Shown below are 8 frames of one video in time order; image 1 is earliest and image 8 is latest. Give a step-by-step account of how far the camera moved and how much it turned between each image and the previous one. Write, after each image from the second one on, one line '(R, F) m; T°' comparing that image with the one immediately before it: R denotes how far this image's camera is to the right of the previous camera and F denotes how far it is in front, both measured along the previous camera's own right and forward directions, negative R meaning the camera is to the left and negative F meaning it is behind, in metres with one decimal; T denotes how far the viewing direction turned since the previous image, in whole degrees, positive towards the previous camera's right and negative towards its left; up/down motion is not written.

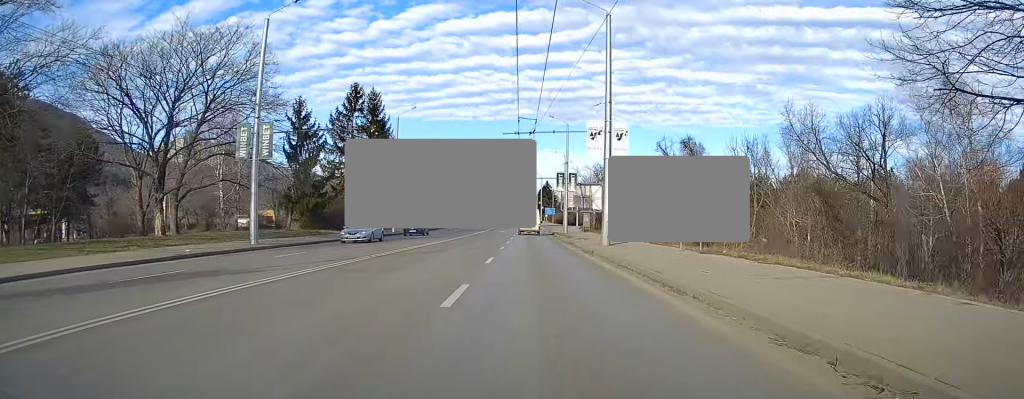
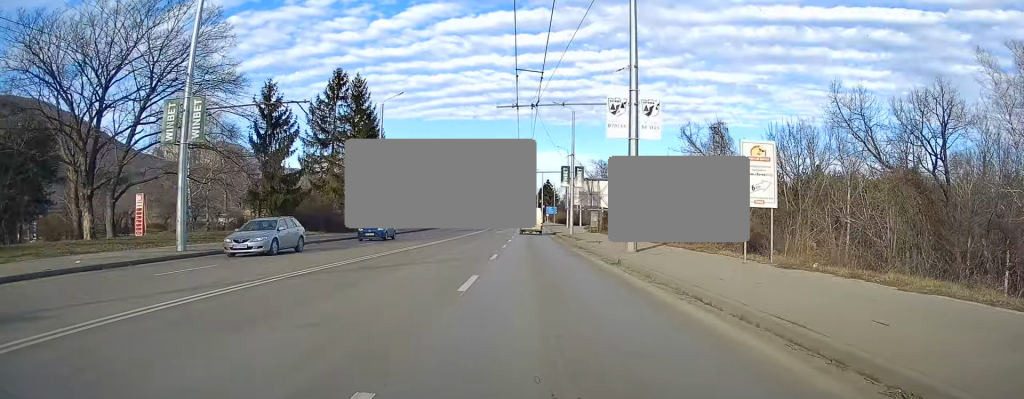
(0.0, +7.2) m; +1°
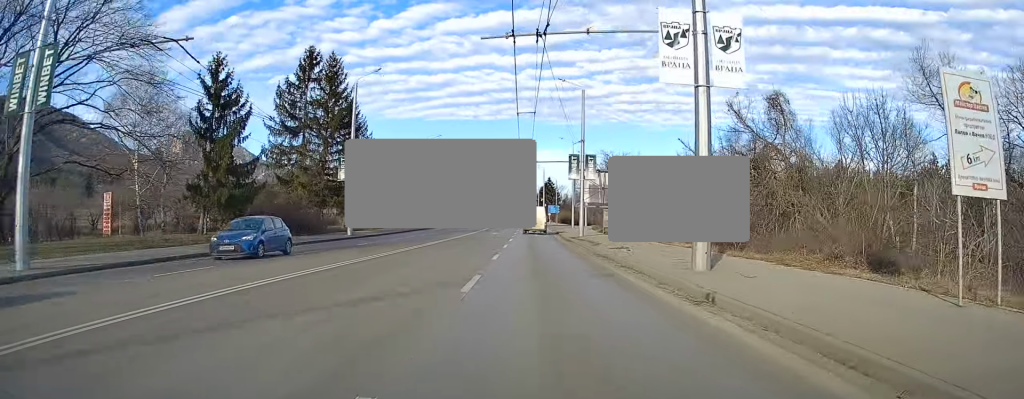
(+0.1, +8.9) m; 0°
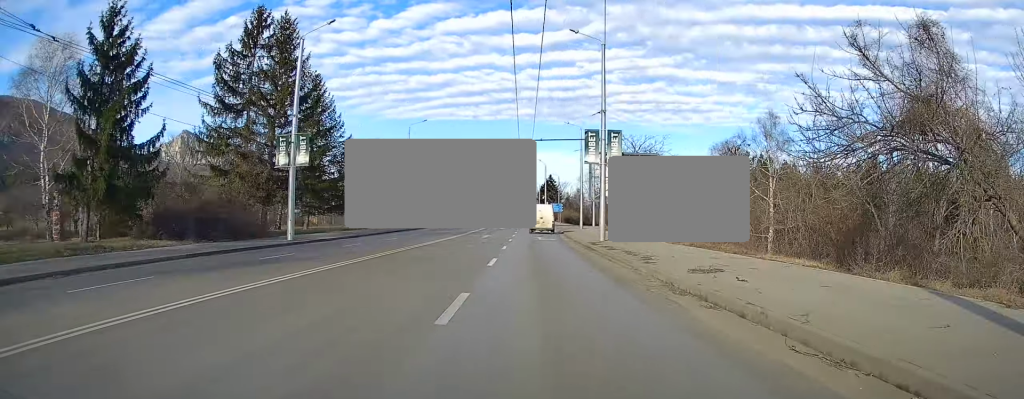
(+0.1, +12.4) m; 0°
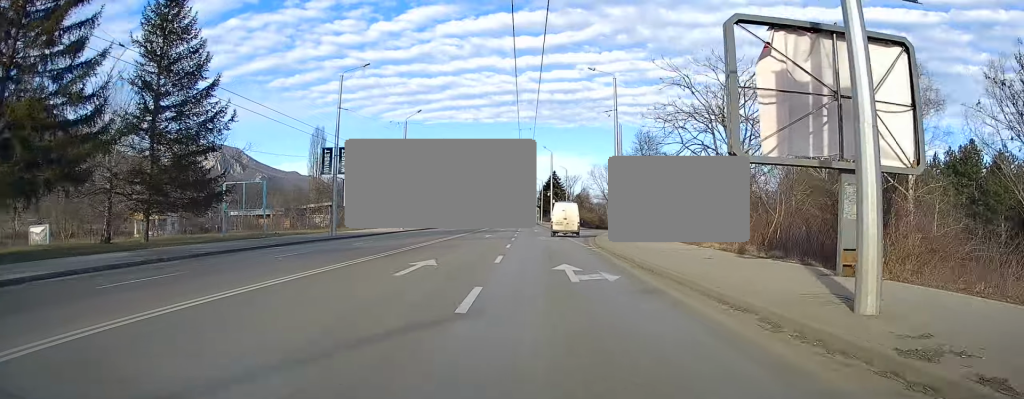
(-0.1, +26.2) m; 0°
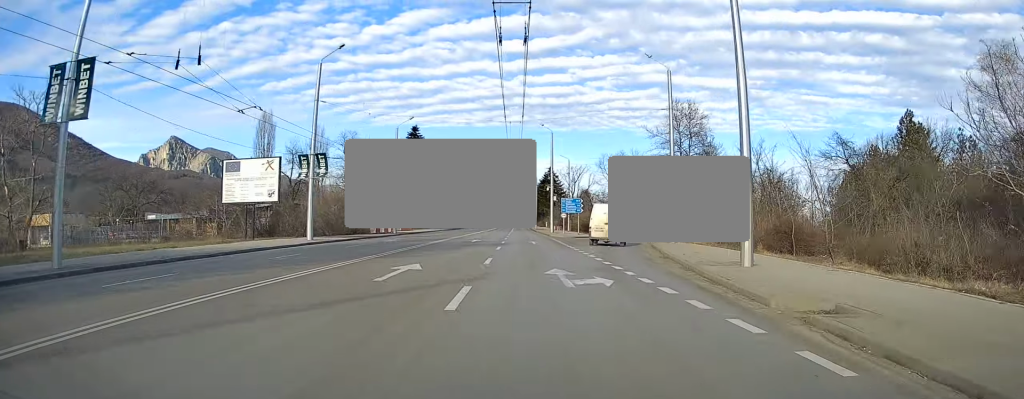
(+0.1, +27.0) m; 0°
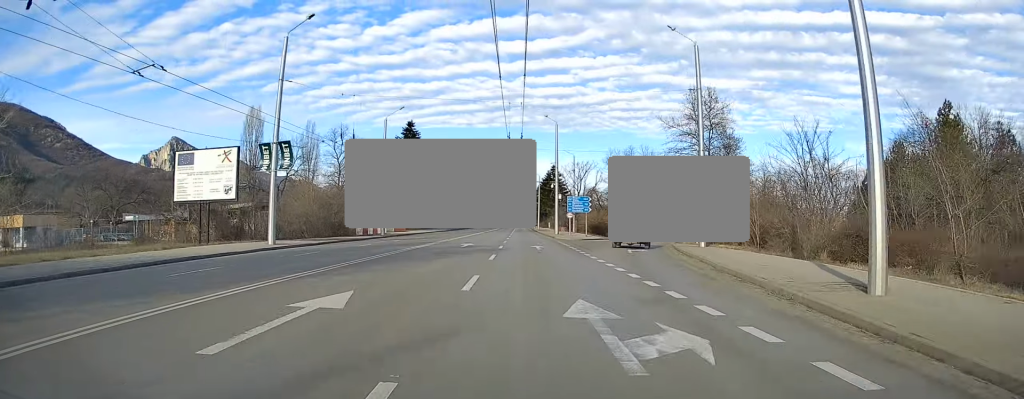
(0.0, +6.7) m; 0°
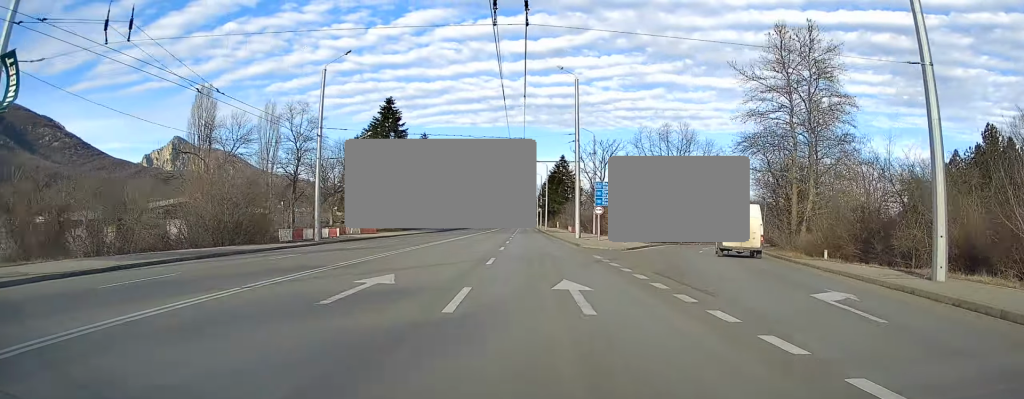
(0.0, +20.8) m; -1°
